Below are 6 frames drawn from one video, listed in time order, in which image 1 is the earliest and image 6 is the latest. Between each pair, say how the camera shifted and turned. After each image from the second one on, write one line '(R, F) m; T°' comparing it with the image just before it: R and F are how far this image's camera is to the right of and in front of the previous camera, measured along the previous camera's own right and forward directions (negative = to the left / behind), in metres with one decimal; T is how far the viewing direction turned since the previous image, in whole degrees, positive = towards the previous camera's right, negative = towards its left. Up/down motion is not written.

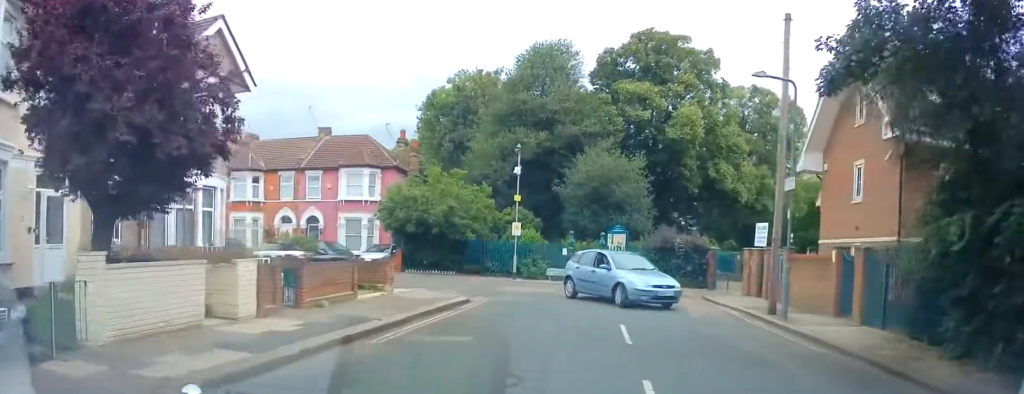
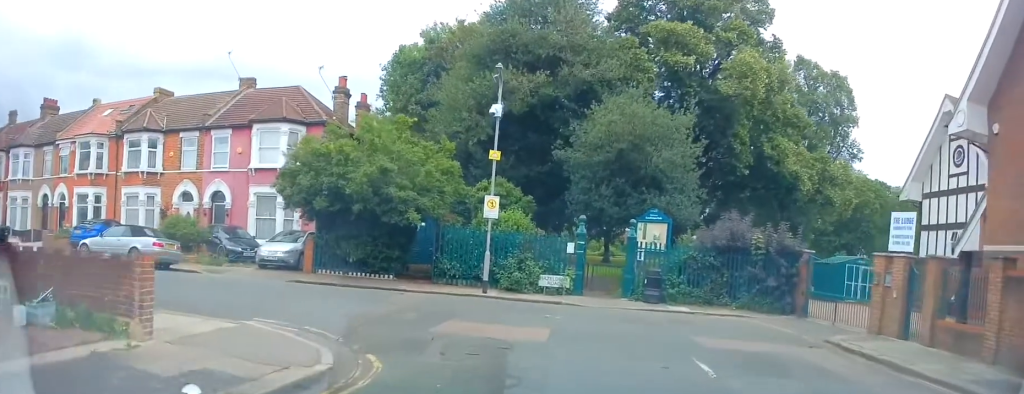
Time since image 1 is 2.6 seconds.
(+0.1, +10.6) m; 0°
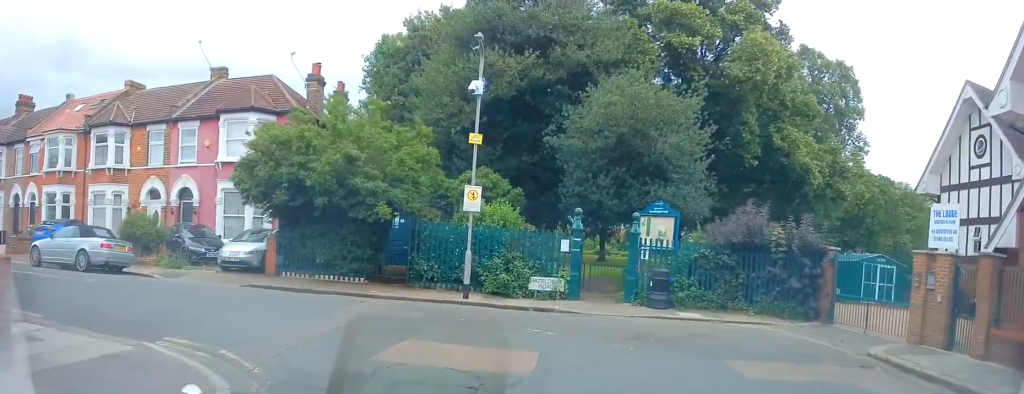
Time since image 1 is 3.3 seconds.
(0.0, +2.2) m; -4°
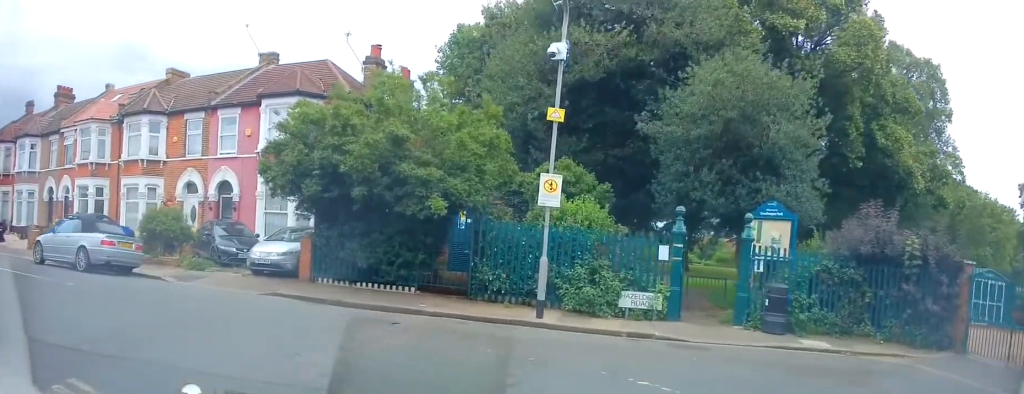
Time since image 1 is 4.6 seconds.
(-0.2, +3.1) m; -13°
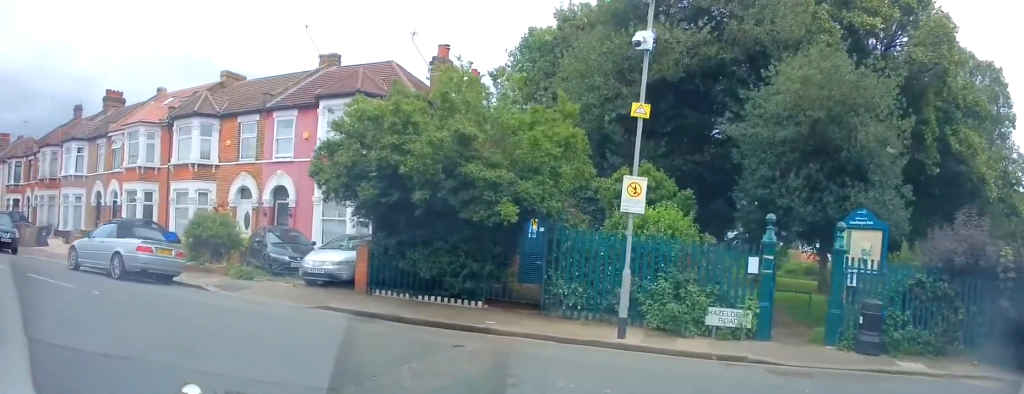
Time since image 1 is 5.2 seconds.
(-0.1, +1.2) m; -9°
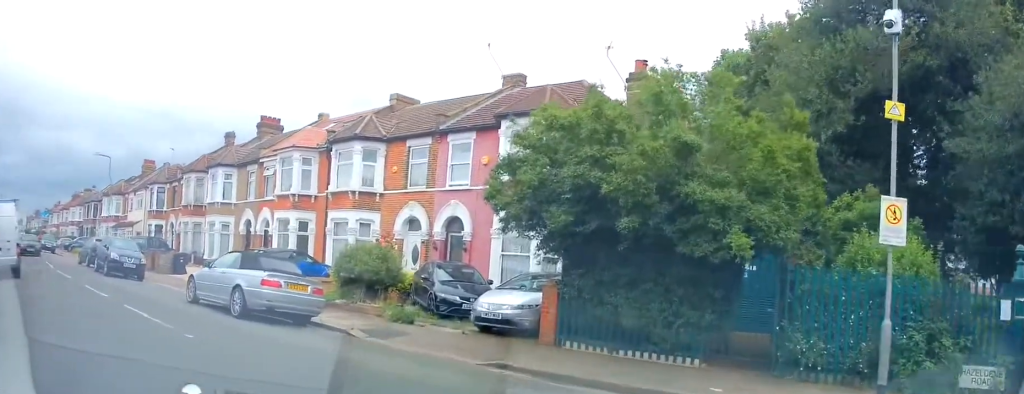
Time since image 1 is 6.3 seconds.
(-0.4, +2.2) m; -21°
